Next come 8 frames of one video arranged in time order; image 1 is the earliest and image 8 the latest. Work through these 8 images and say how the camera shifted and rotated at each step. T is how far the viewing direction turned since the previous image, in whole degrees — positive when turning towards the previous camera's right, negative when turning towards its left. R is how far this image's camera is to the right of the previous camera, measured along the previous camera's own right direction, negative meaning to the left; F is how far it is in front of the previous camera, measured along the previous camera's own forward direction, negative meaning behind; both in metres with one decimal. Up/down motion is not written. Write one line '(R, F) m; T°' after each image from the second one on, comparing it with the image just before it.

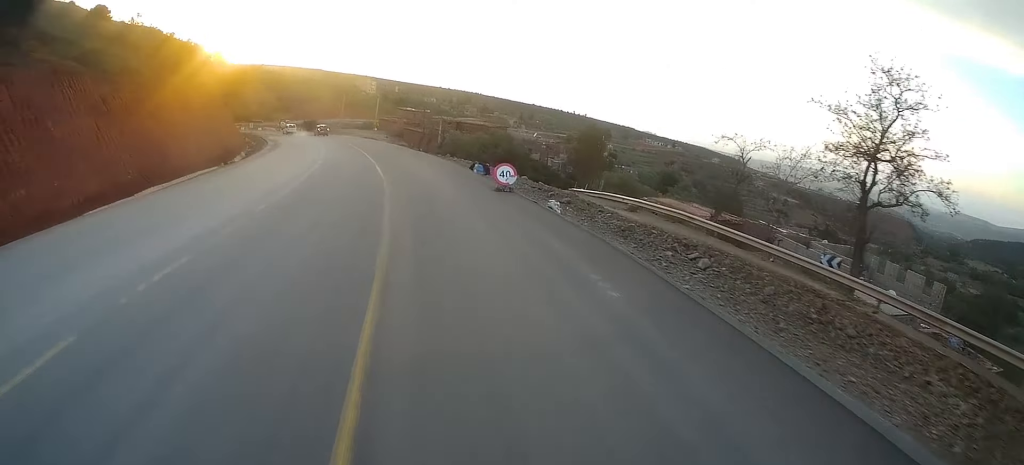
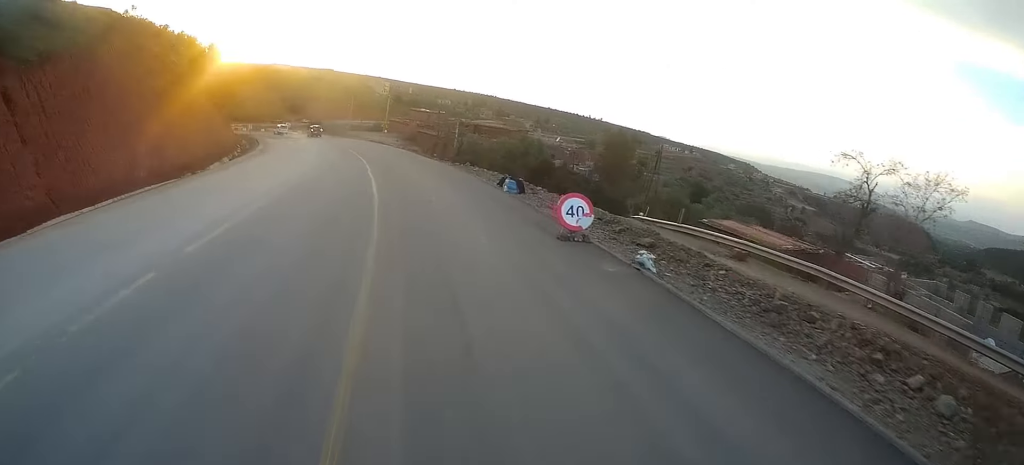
(-0.2, +9.3) m; -2°
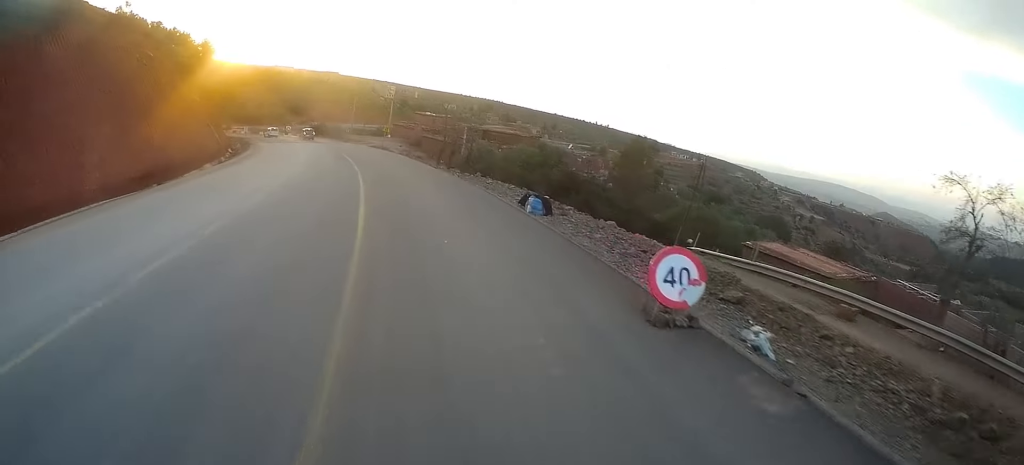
(-0.1, +5.8) m; -1°
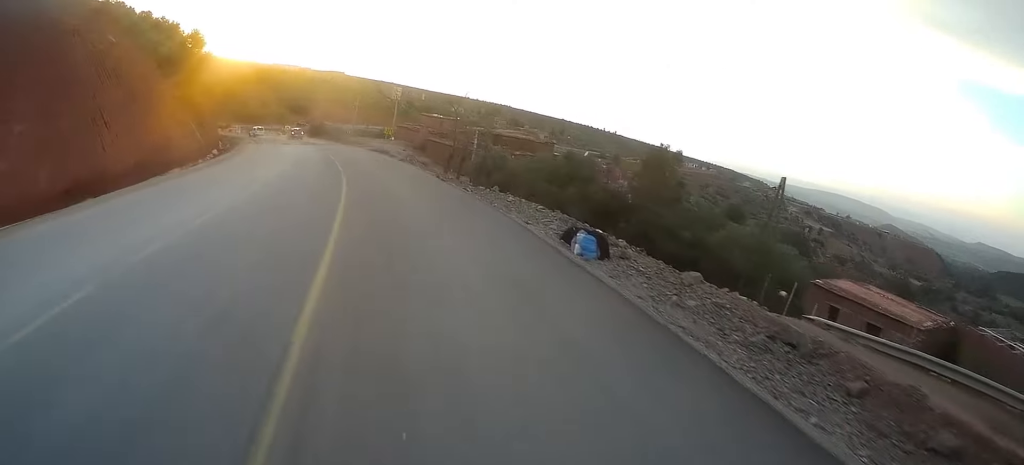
(-0.1, +7.5) m; -1°
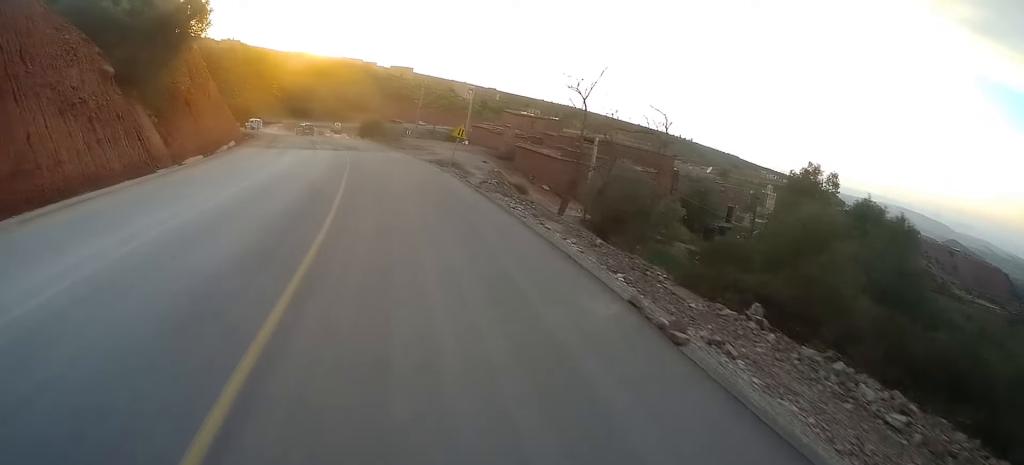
(-0.1, +23.4) m; -6°
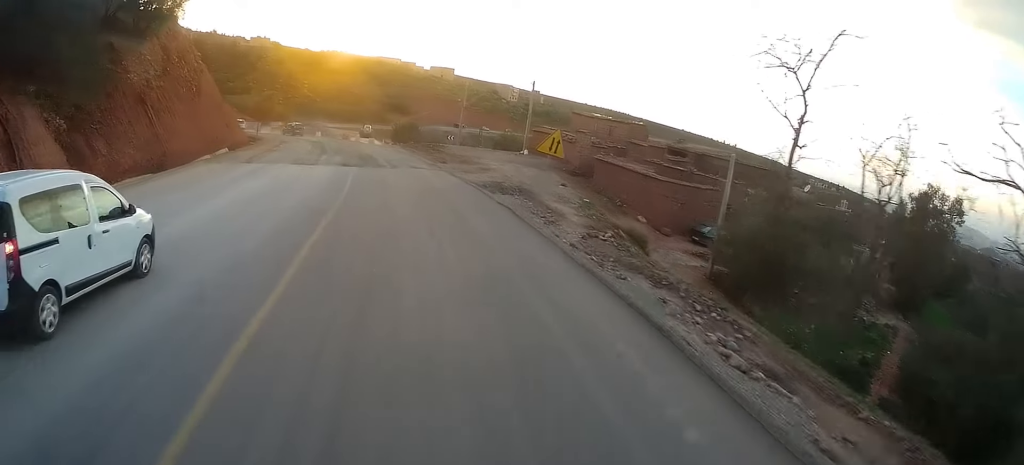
(-1.6, +15.5) m; -7°
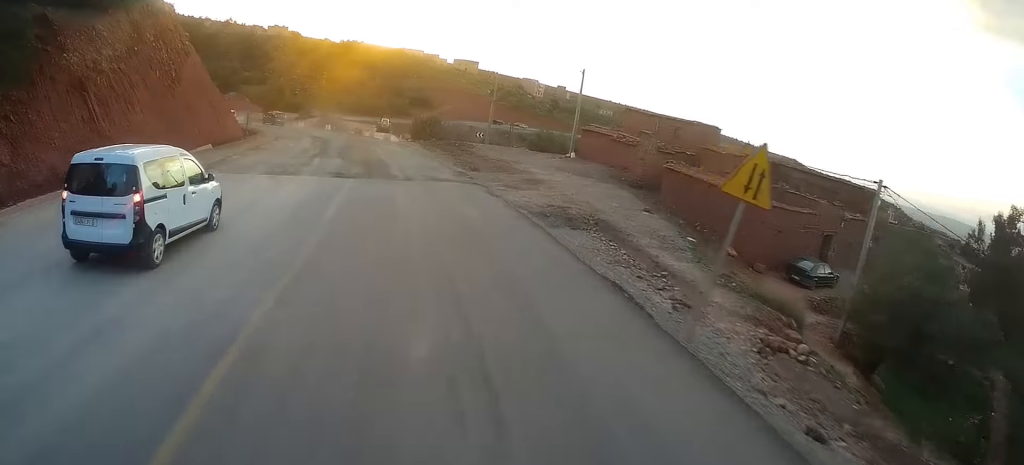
(0.0, +9.9) m; 0°
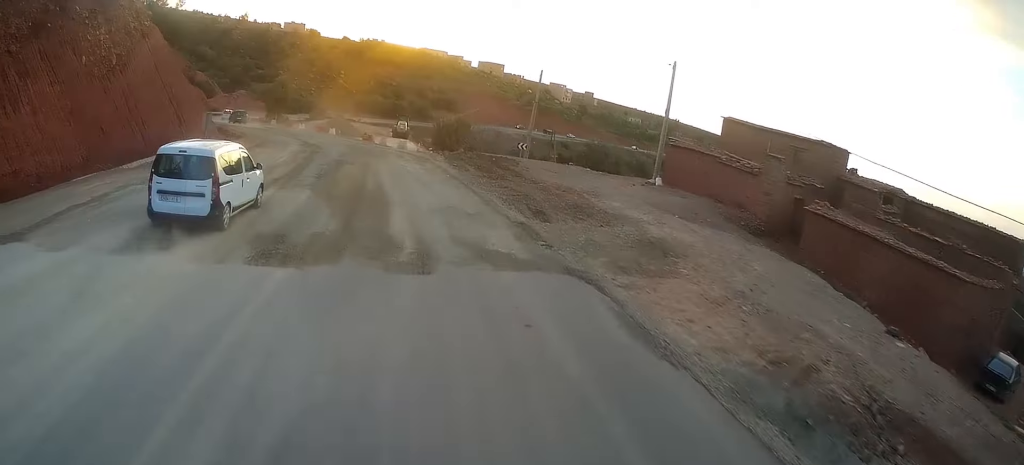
(0.0, +12.9) m; 0°
